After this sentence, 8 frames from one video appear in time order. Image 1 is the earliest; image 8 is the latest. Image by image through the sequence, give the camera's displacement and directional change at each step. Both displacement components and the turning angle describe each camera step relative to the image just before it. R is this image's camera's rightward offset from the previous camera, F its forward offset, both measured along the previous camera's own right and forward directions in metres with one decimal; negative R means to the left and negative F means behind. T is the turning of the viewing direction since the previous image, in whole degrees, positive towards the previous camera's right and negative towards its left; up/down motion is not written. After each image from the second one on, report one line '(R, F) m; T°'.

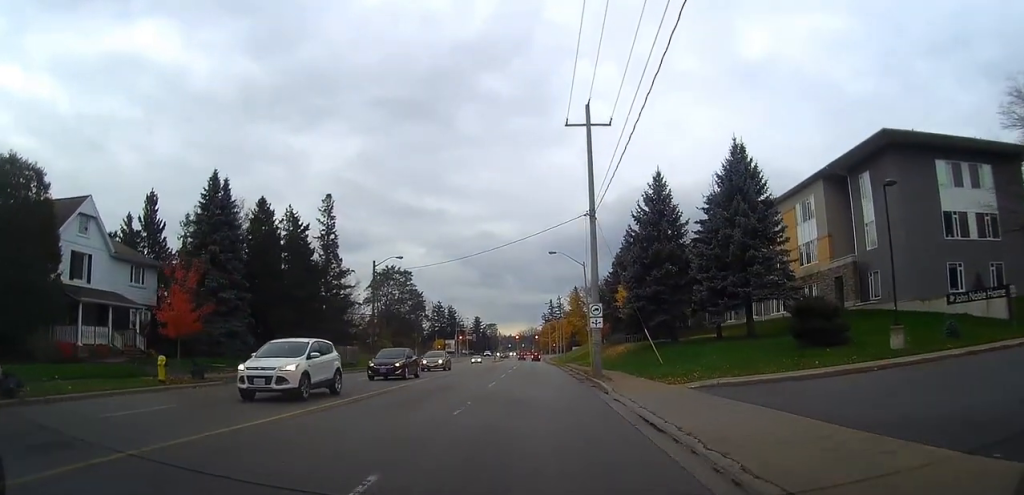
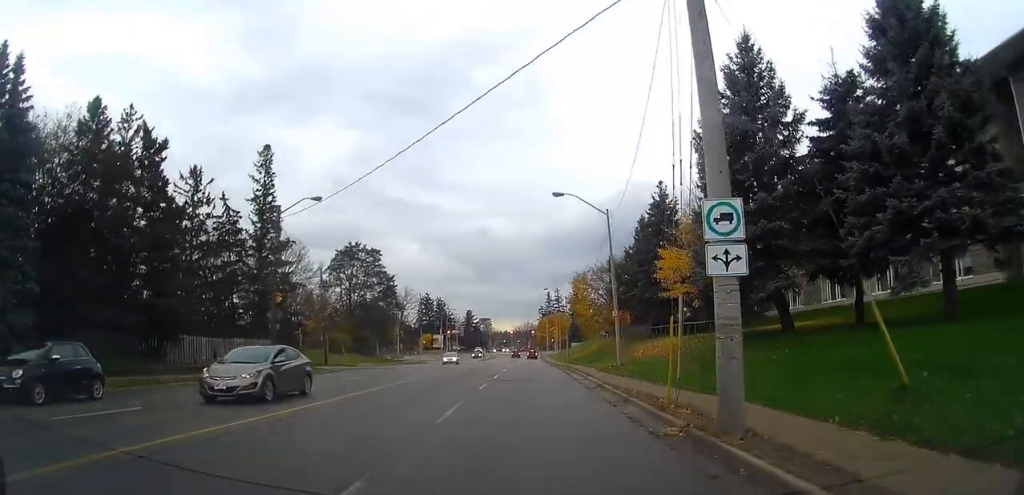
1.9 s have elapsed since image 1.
(-0.2, +16.8) m; -1°
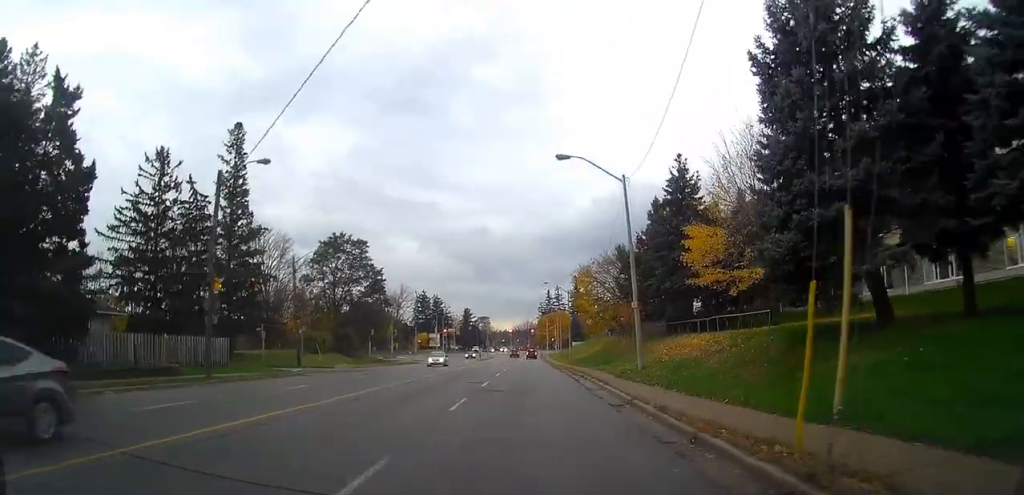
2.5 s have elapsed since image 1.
(0.0, +5.9) m; 0°
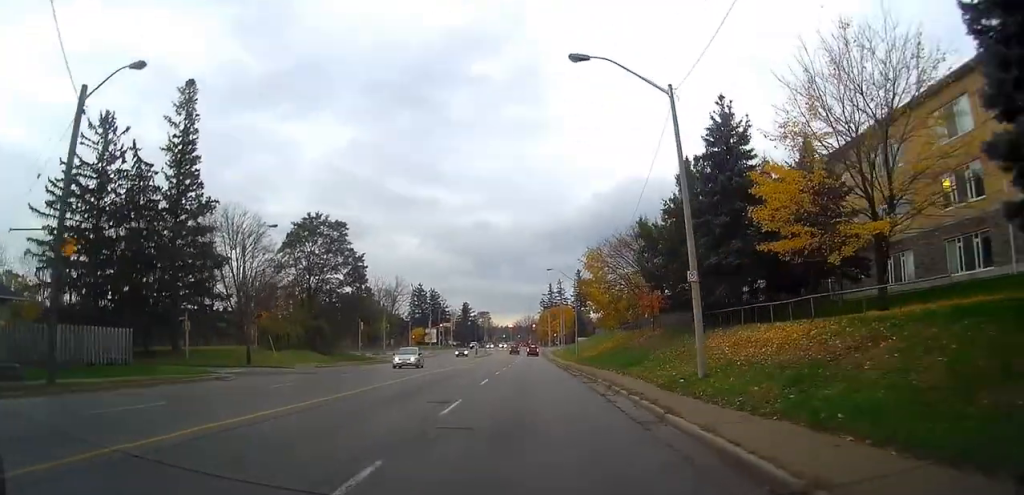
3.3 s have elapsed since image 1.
(0.0, +9.0) m; 0°
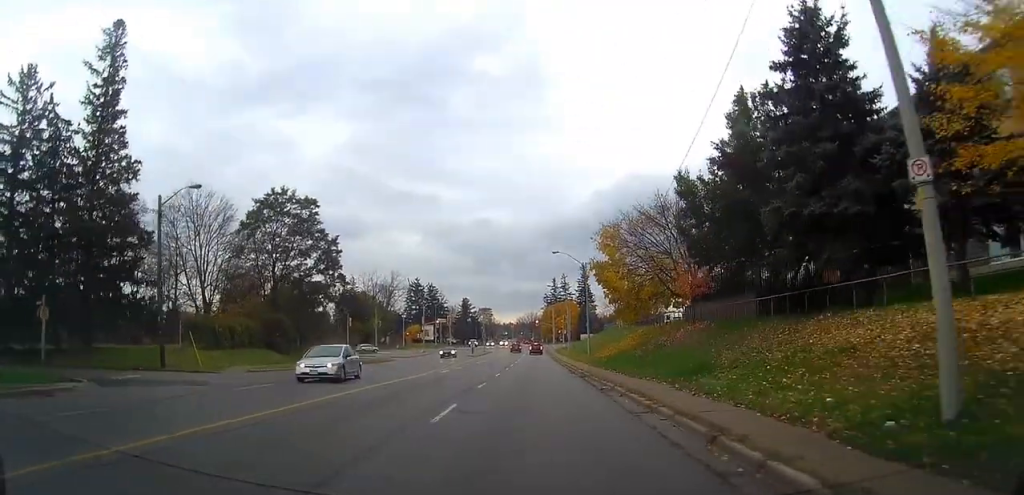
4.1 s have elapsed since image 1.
(0.0, +10.4) m; -1°
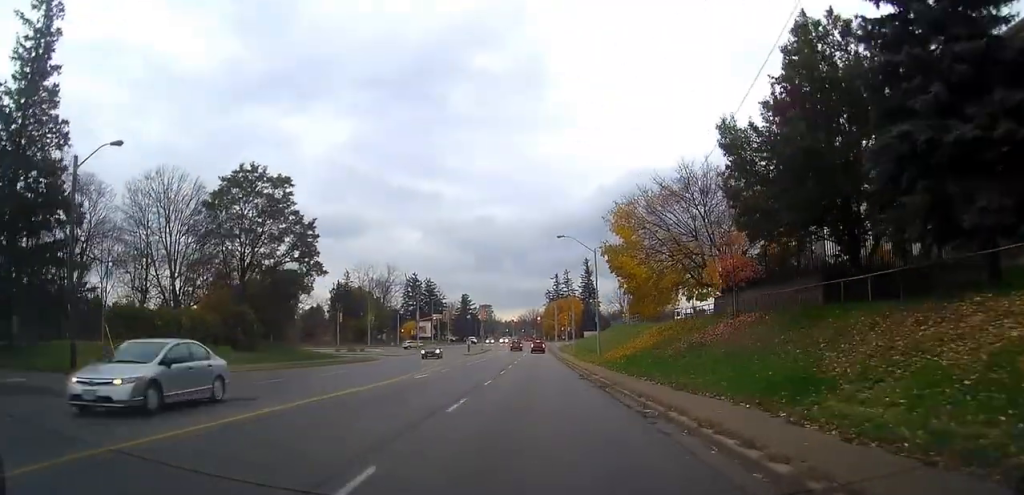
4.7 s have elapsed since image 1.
(0.0, +7.3) m; -1°
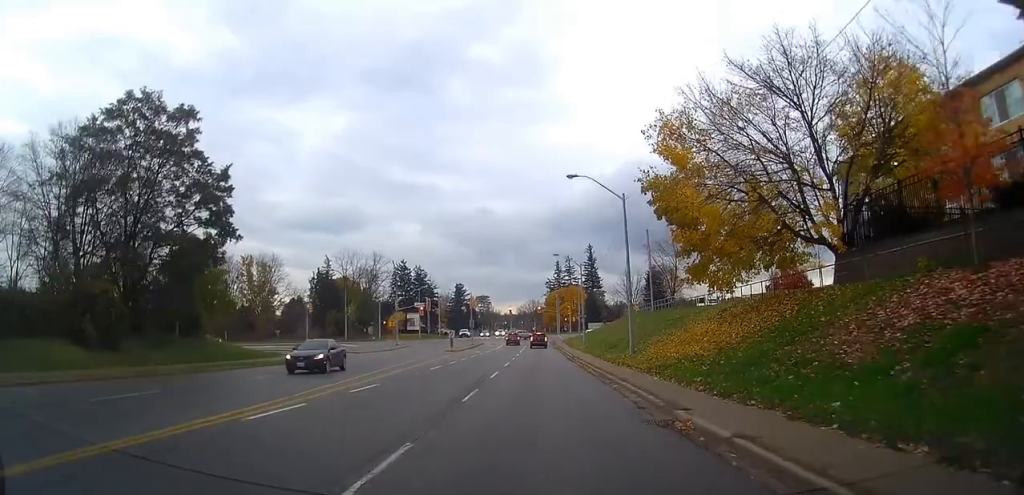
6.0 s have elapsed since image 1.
(-0.3, +17.0) m; 0°
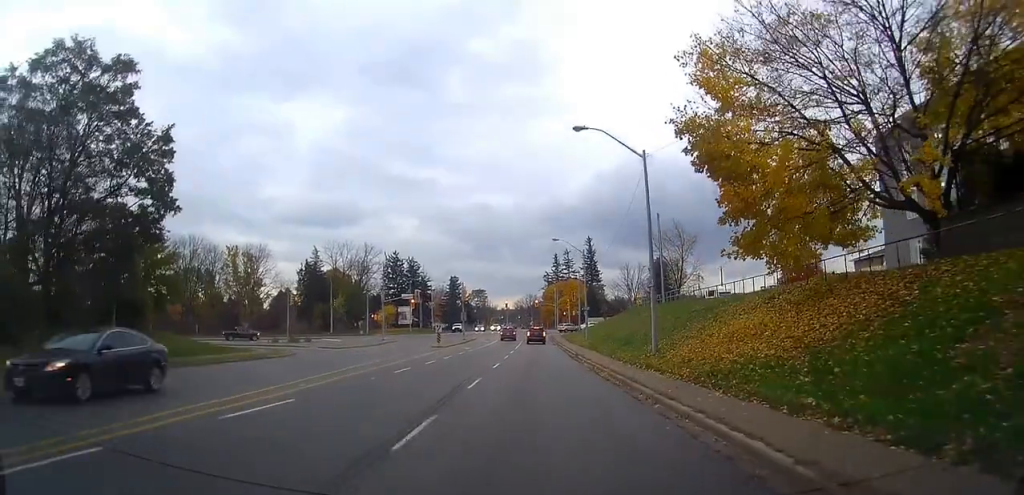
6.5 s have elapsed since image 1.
(-0.1, +7.4) m; +1°
